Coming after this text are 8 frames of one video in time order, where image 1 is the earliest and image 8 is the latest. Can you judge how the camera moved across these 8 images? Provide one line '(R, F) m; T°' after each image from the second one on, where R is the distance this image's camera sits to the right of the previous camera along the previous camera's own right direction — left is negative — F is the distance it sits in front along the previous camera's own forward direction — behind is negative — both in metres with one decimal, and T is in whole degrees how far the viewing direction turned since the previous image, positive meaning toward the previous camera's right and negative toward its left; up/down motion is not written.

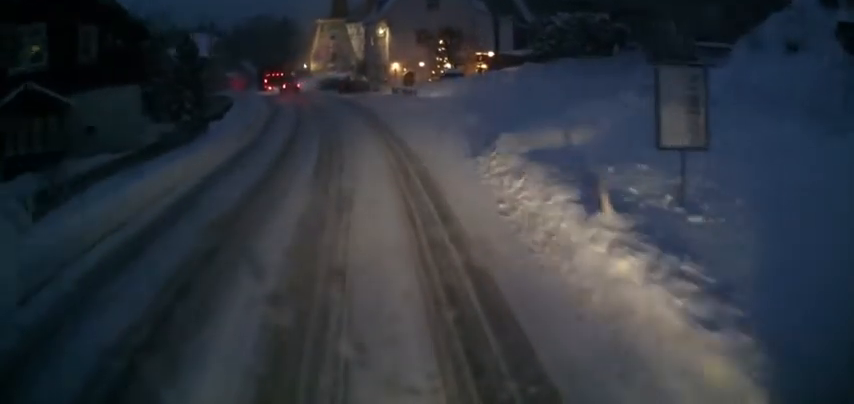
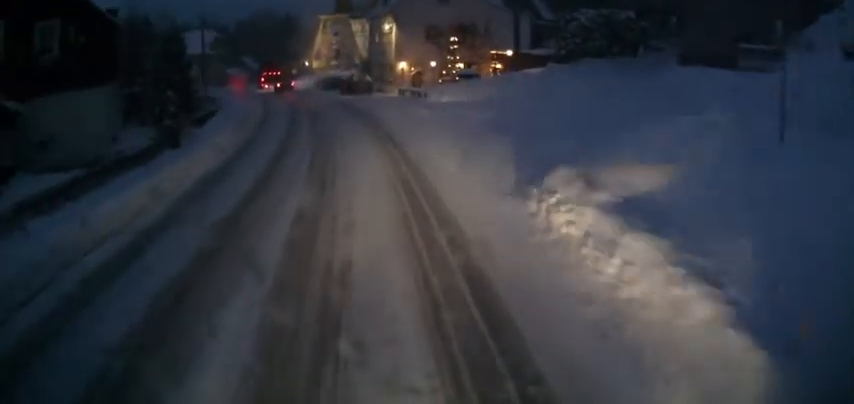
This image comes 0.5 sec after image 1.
(0.0, +3.5) m; +1°
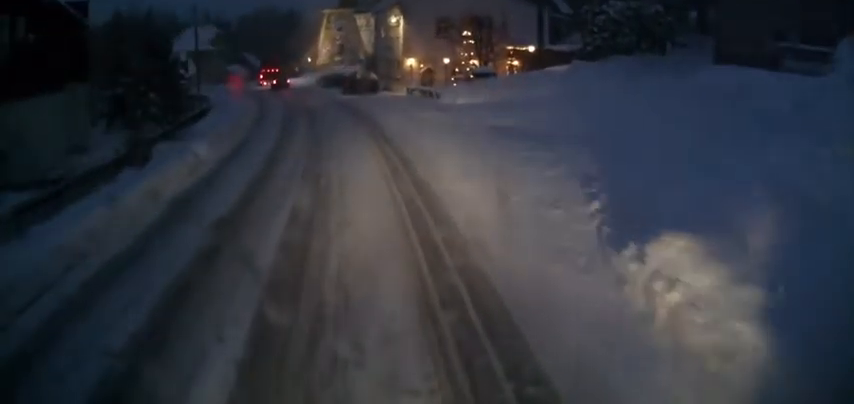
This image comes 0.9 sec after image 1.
(0.0, +3.2) m; +1°
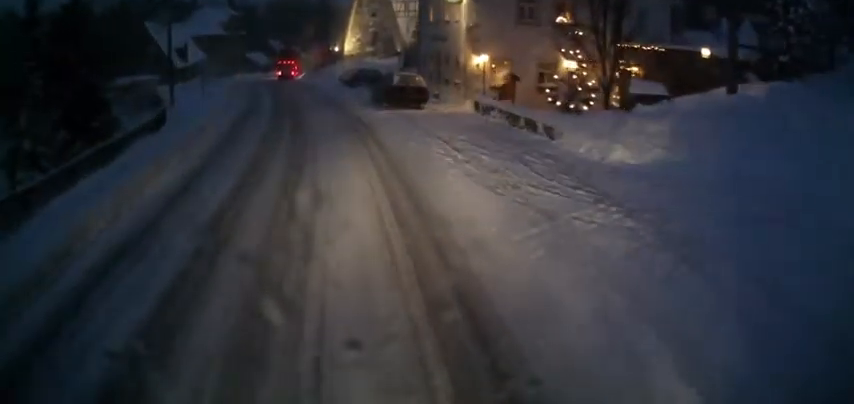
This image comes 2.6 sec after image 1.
(+0.4, +12.1) m; -1°
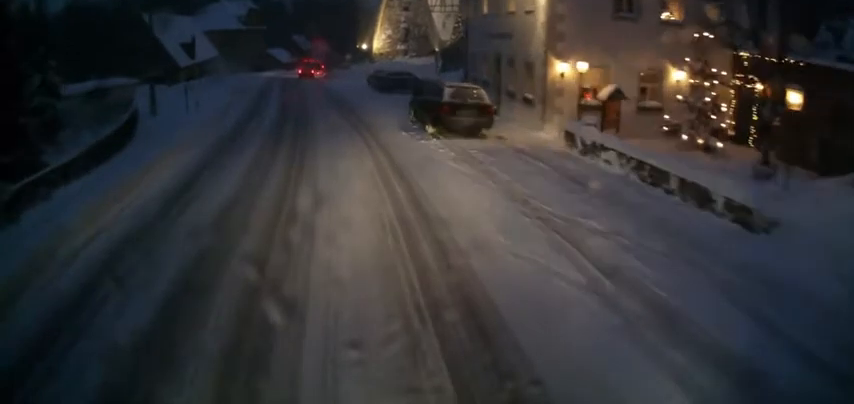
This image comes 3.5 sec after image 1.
(-0.4, +7.0) m; -4°
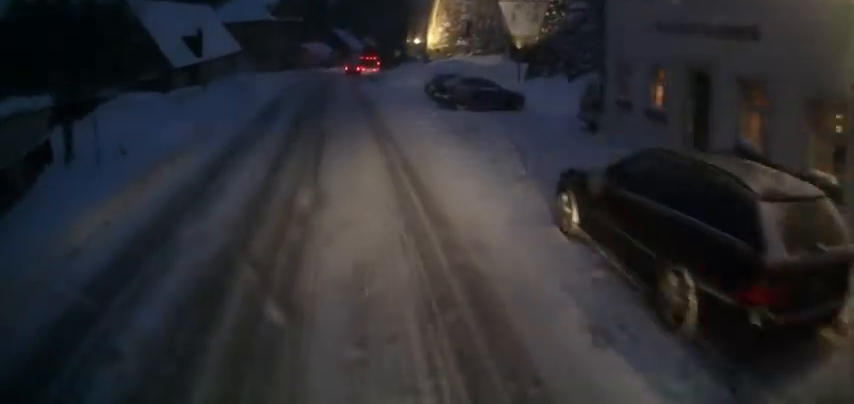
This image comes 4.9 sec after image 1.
(-0.4, +11.2) m; -6°
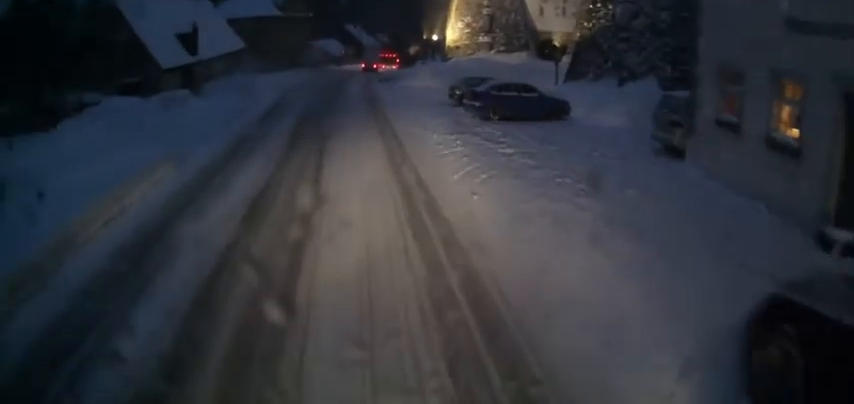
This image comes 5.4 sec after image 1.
(-0.2, +4.0) m; -2°
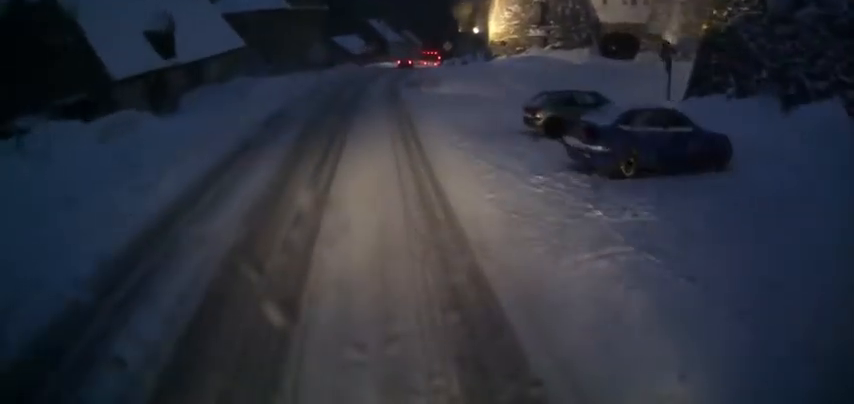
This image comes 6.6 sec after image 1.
(-0.2, +8.7) m; -2°
